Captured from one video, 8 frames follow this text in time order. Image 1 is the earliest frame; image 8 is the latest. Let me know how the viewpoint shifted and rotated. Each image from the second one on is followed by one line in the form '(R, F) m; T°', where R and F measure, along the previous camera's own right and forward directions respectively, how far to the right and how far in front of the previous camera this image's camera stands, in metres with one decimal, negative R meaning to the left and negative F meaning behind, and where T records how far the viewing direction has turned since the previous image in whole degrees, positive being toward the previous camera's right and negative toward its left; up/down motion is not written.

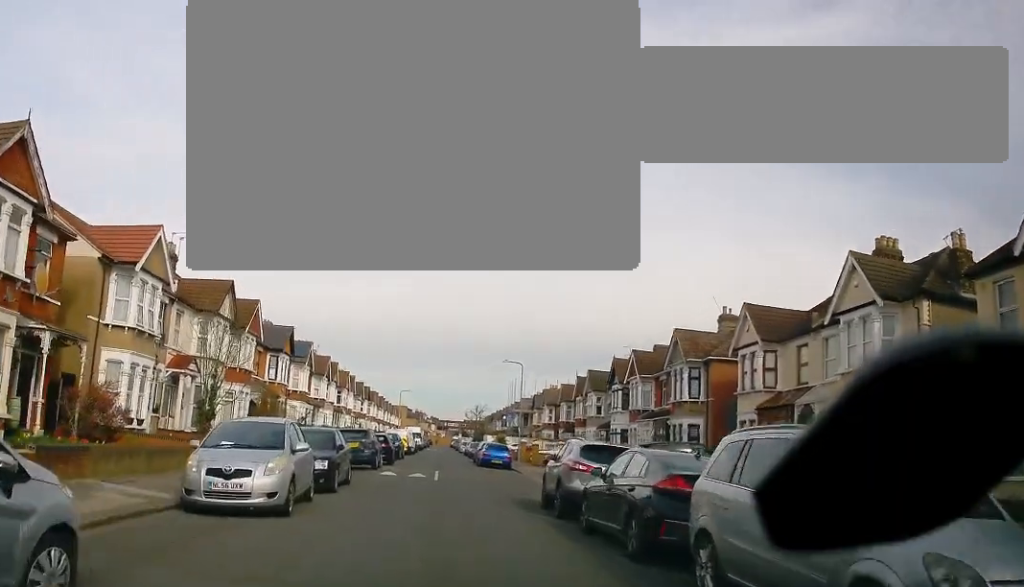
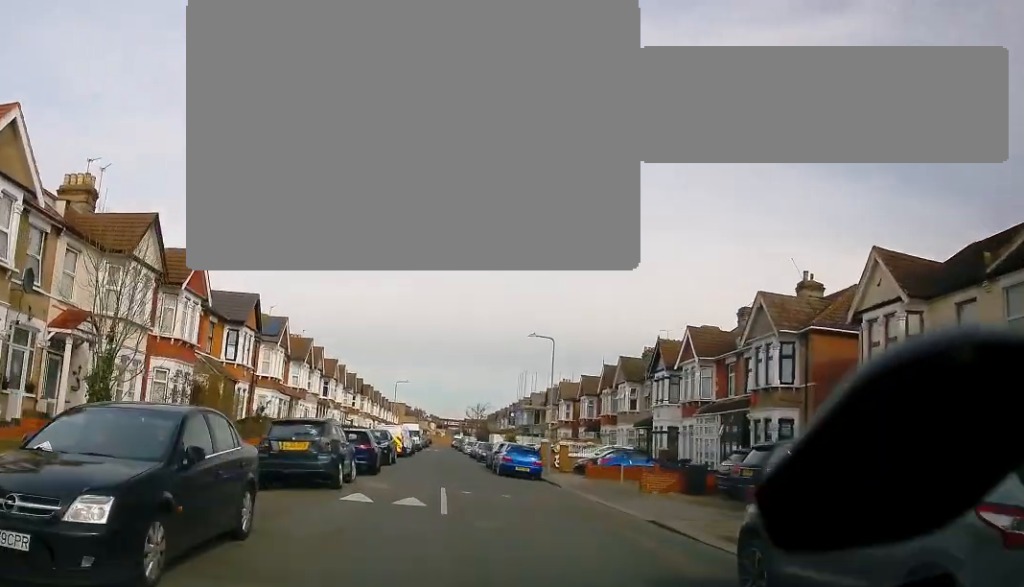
(+0.2, +10.5) m; -1°
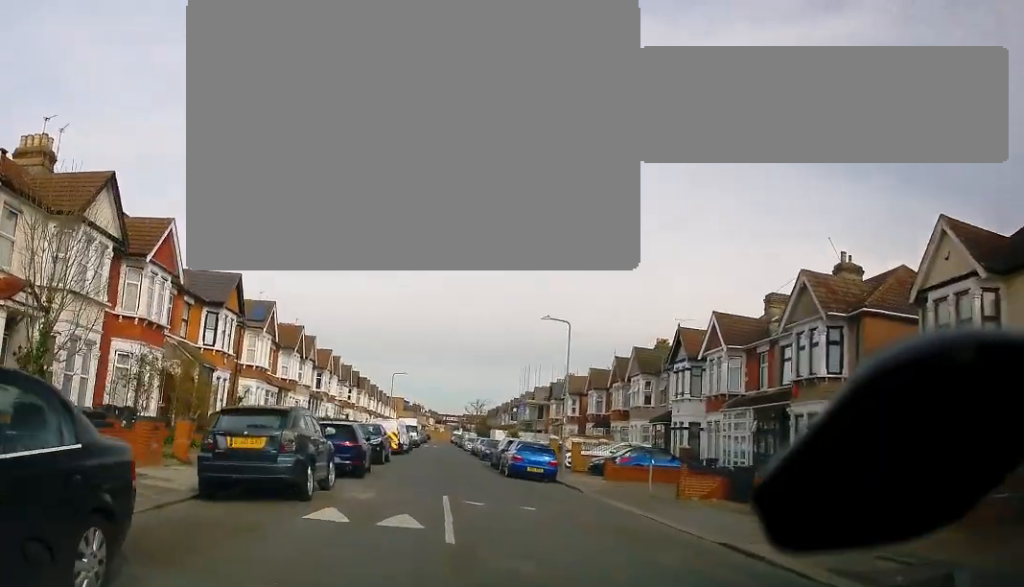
(-0.2, +3.9) m; -1°
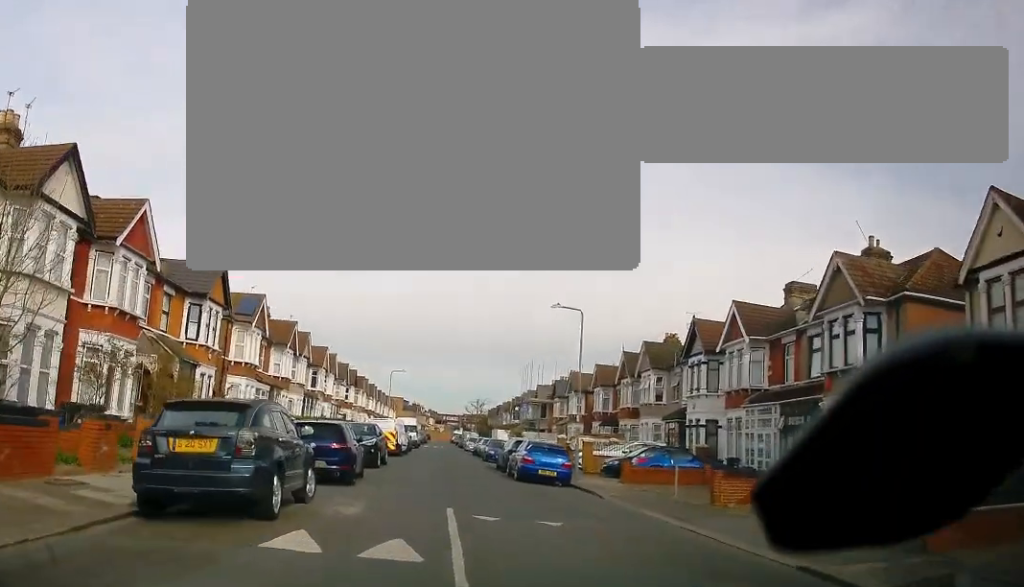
(+0.1, +2.4) m; +2°
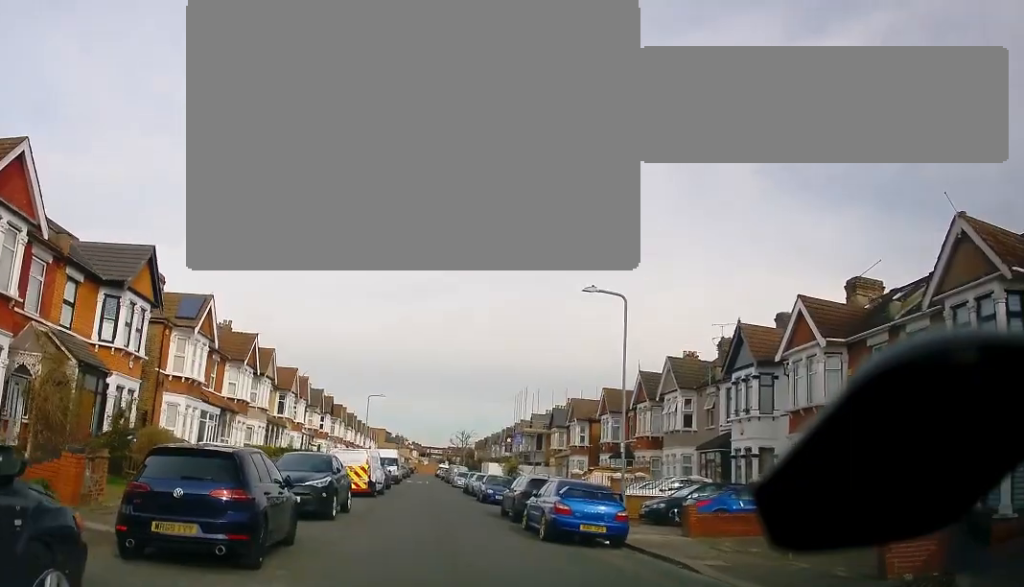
(+0.2, +8.0) m; +1°
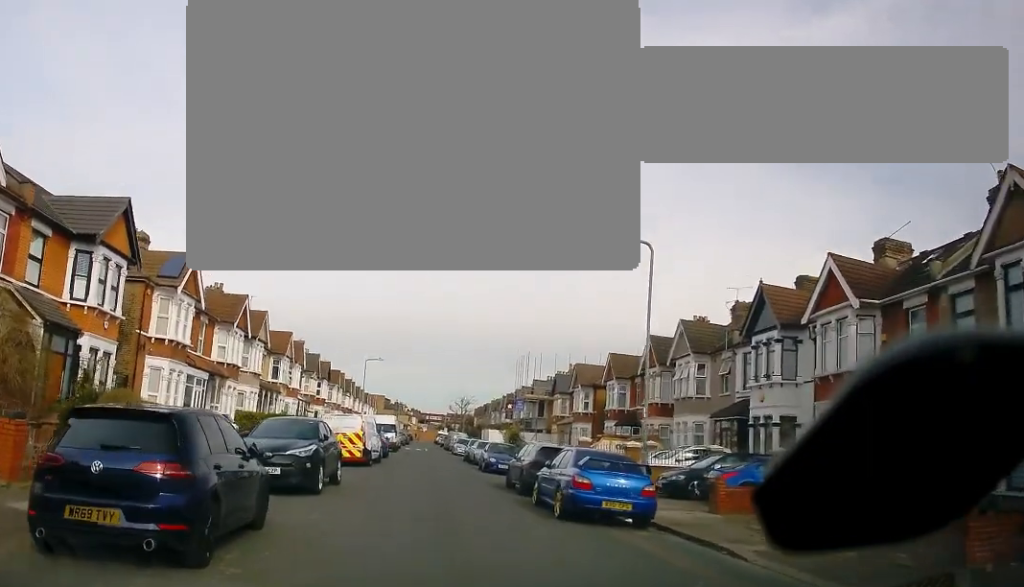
(0.0, +2.4) m; 0°
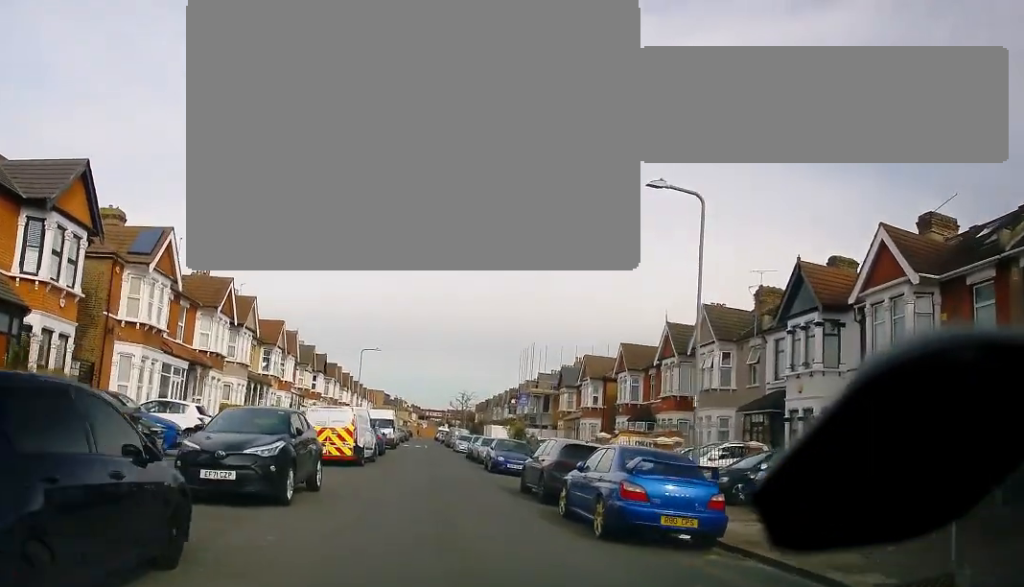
(0.0, +3.3) m; +1°
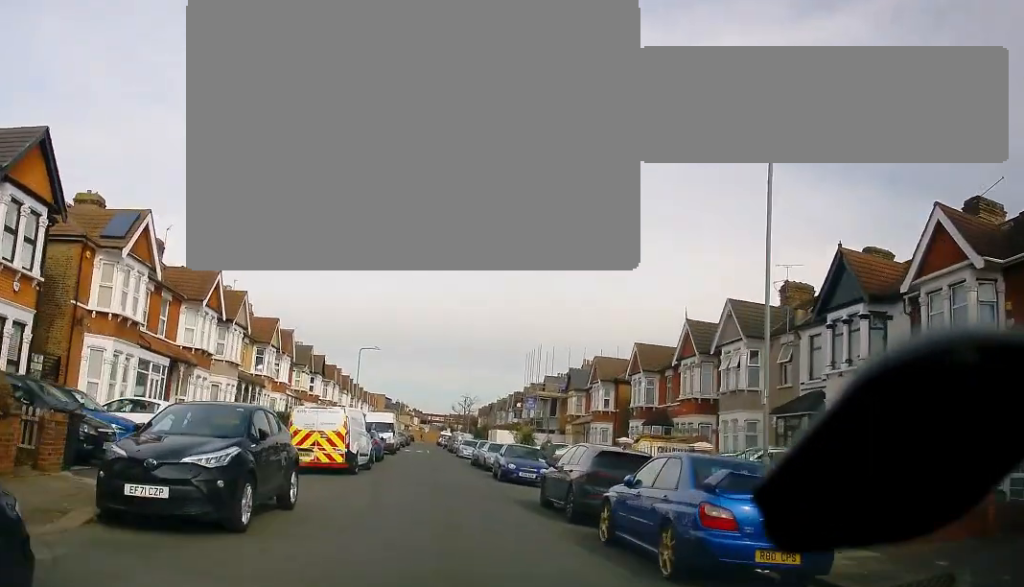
(0.0, +2.7) m; +1°
